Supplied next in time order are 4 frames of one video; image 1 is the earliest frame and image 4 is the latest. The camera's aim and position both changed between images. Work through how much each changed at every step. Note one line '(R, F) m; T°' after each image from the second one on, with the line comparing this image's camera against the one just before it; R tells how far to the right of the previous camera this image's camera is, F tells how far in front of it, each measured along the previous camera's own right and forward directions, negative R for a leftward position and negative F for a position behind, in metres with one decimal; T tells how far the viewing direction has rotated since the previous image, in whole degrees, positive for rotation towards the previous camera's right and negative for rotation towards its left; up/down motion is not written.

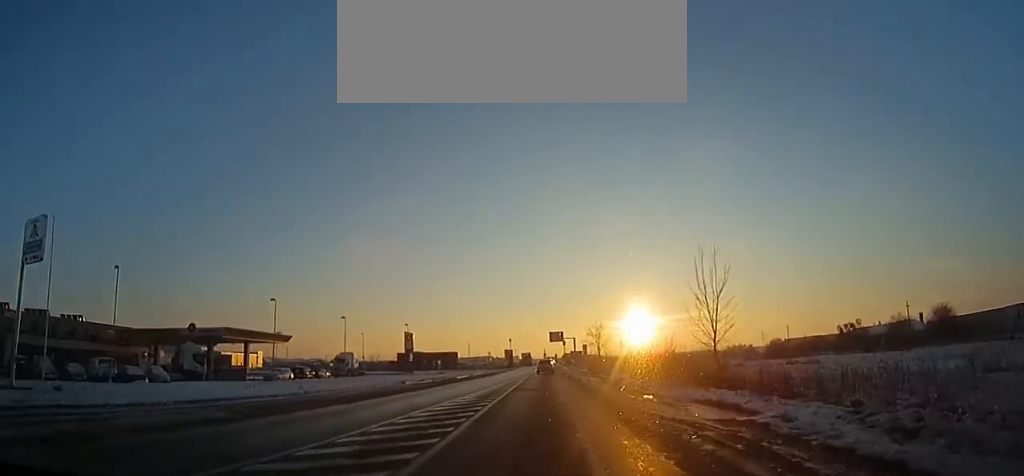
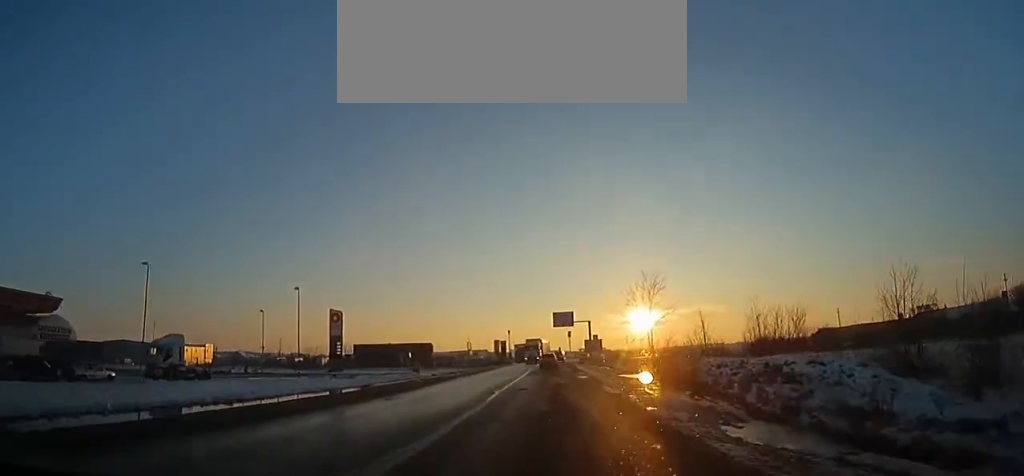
(+0.3, +37.6) m; +2°
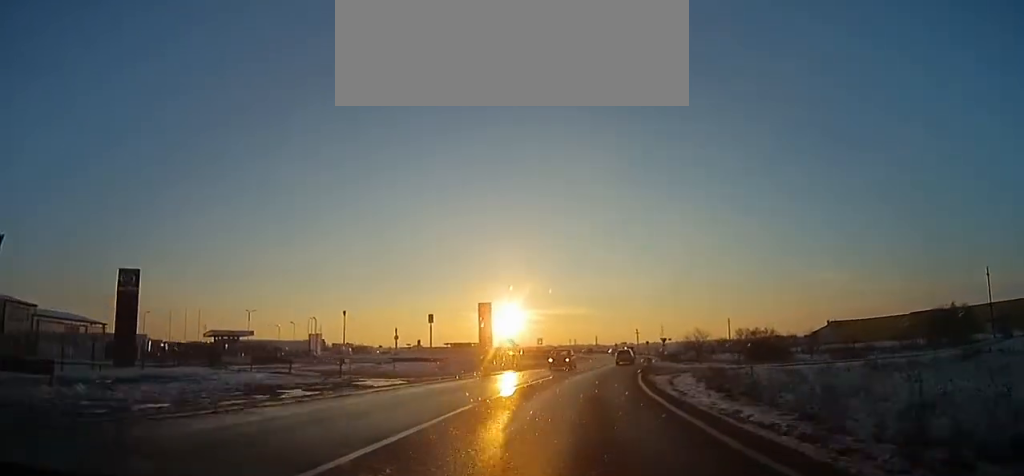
(+5.2, +111.1) m; +13°
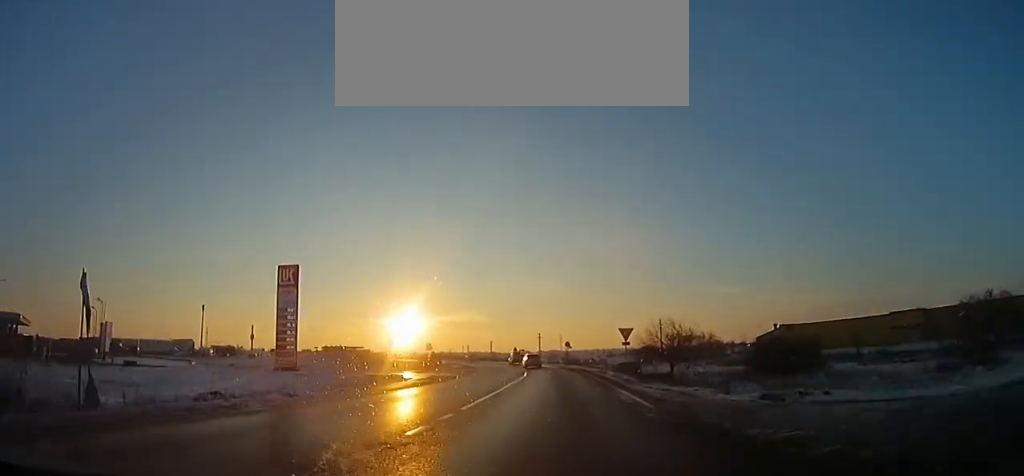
(+2.5, +34.3) m; +10°
